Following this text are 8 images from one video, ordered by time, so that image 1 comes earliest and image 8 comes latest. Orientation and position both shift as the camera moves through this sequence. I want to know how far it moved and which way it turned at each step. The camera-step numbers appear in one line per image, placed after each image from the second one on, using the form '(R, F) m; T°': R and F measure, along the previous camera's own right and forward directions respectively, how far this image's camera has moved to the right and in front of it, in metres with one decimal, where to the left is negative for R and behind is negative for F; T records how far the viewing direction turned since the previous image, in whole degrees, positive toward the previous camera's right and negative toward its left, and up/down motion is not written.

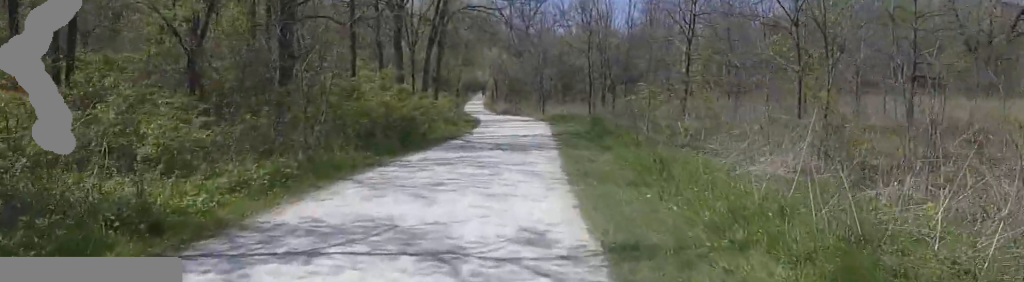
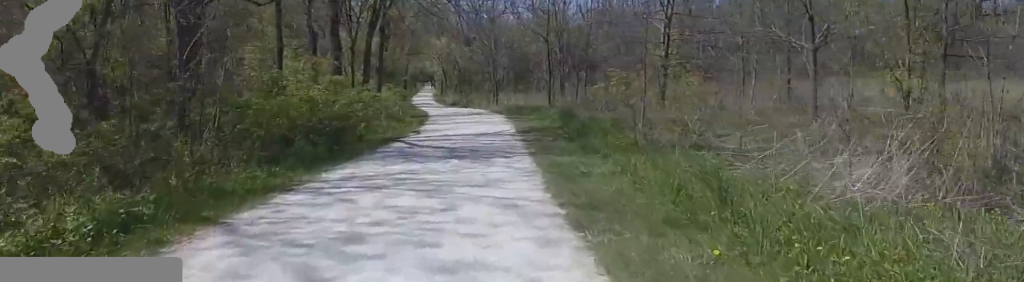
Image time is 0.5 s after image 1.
(0.0, +3.4) m; 0°
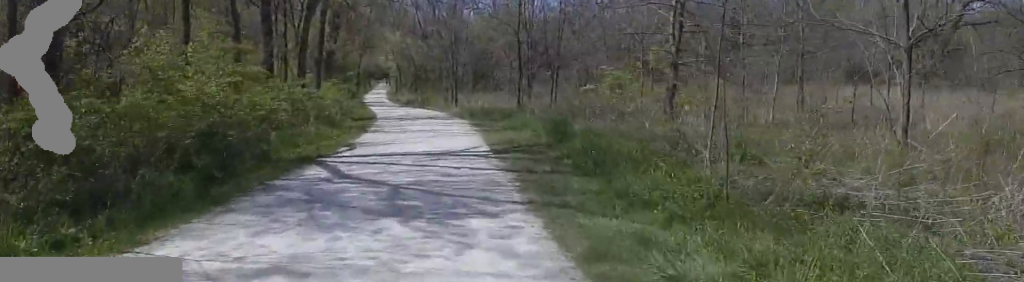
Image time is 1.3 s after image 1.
(0.0, +4.9) m; -5°
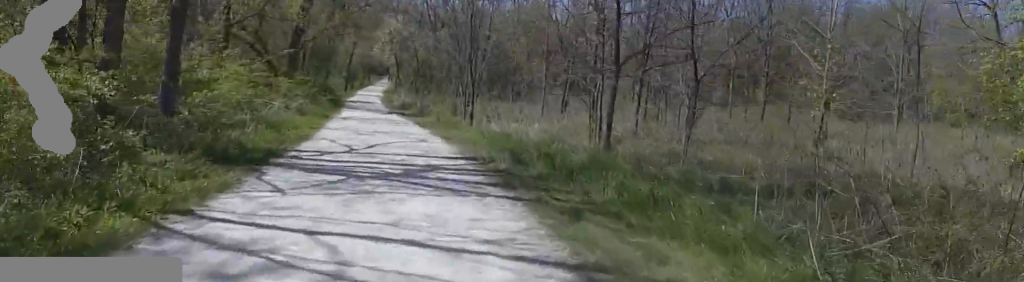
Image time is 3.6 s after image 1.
(-0.7, +13.6) m; +3°
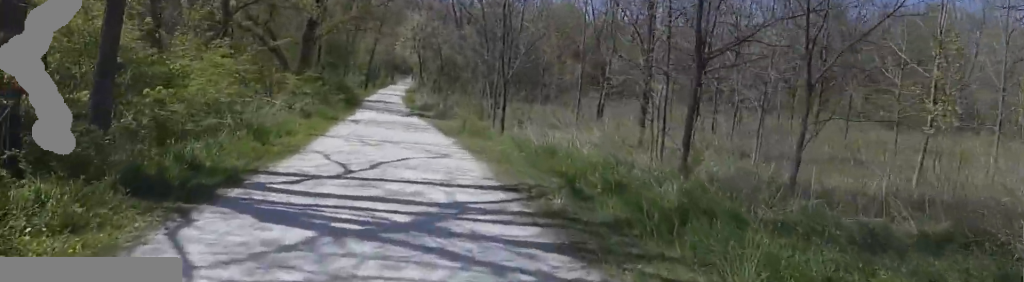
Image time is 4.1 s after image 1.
(+0.1, +3.0) m; -3°
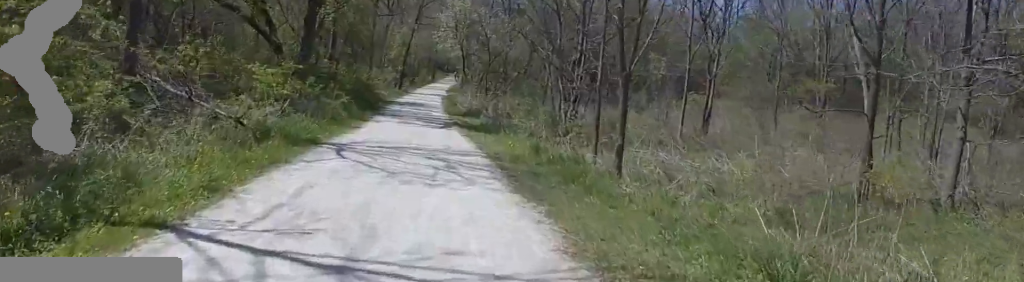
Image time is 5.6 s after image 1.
(-1.0, +8.6) m; -12°
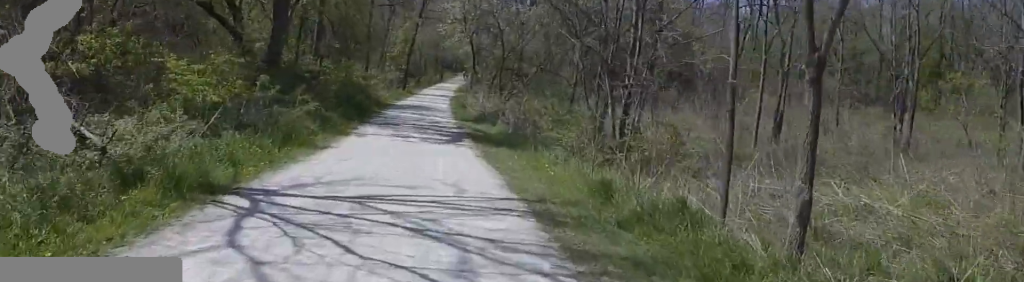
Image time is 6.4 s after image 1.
(-0.1, +5.1) m; +6°
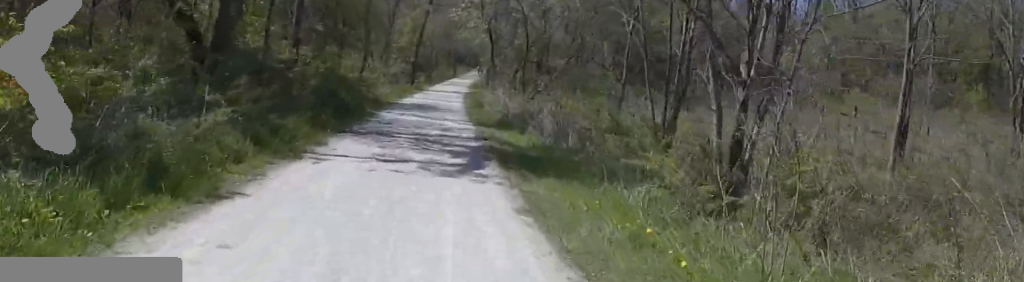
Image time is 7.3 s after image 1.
(+0.6, +5.5) m; +3°
